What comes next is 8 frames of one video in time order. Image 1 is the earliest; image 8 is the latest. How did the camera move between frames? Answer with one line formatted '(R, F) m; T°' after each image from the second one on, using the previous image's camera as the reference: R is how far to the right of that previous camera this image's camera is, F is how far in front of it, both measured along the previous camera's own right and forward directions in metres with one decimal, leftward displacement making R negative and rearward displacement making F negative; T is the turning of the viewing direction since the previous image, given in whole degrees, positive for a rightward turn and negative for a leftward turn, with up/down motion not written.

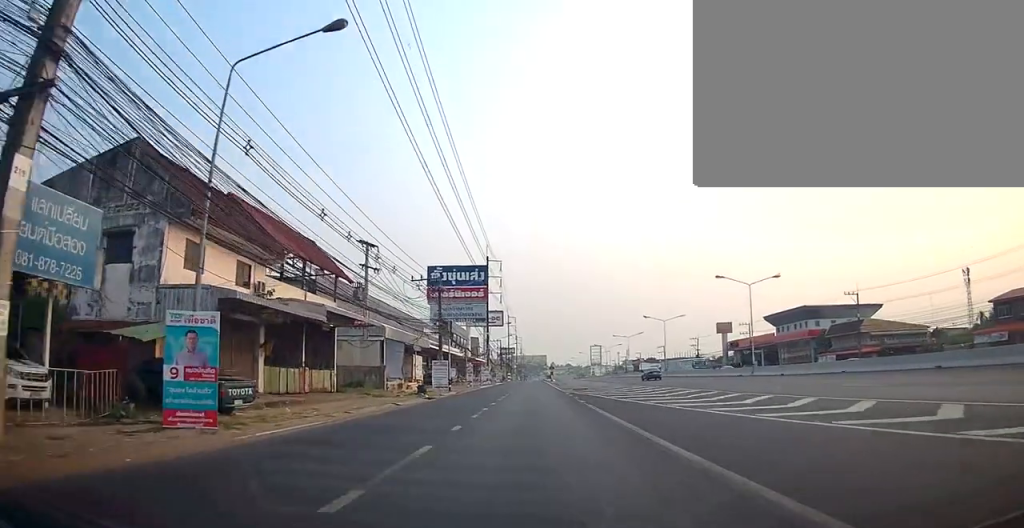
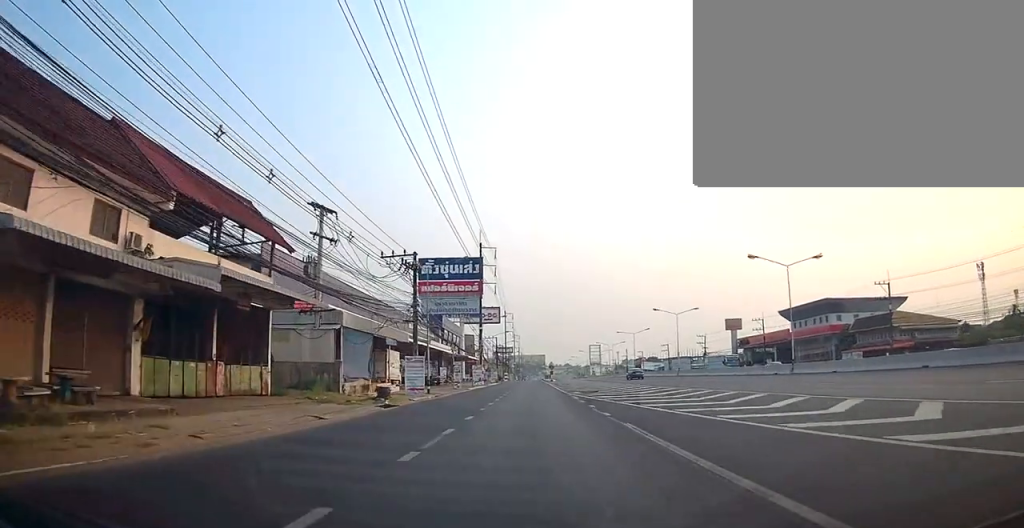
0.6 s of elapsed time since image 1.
(-0.6, +9.0) m; -2°
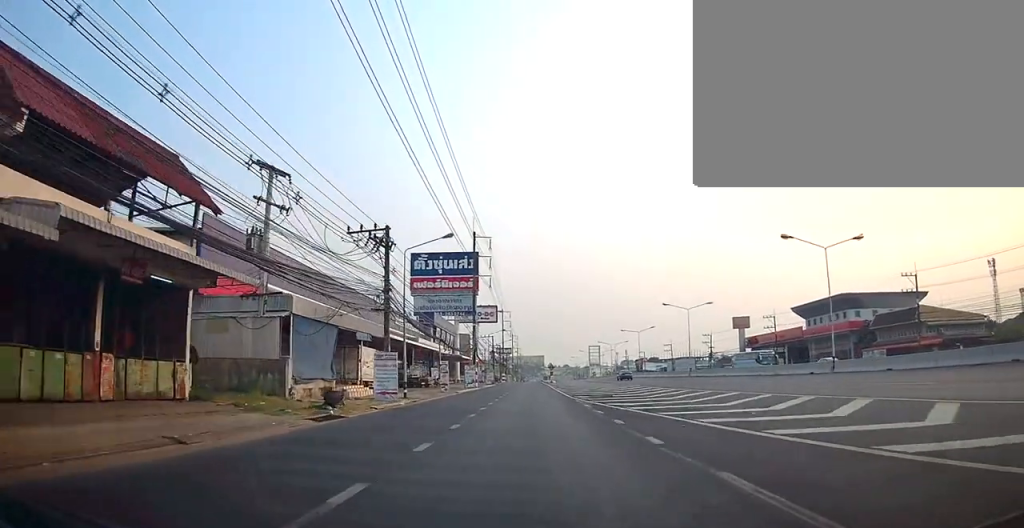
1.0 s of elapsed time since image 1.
(+0.3, +6.8) m; 0°
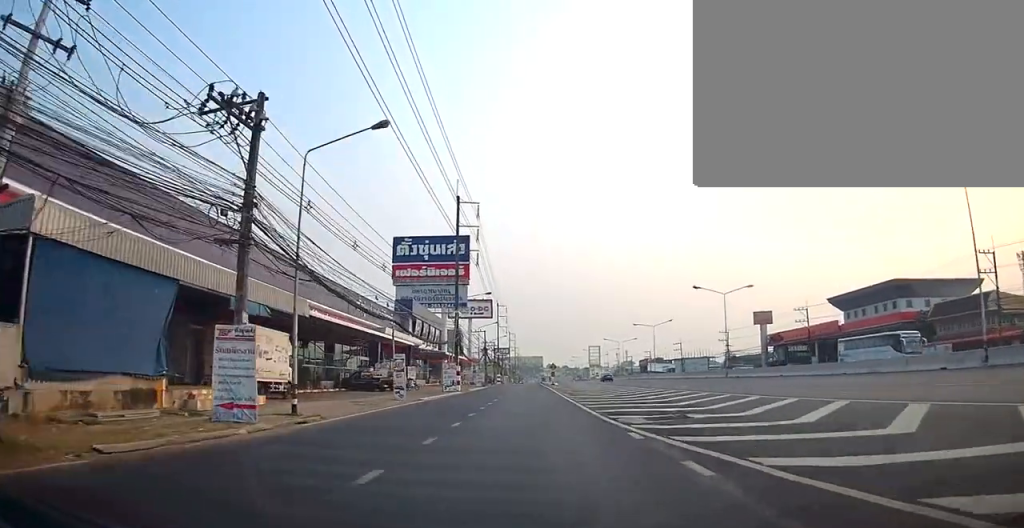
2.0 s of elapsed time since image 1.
(0.0, +15.0) m; 0°
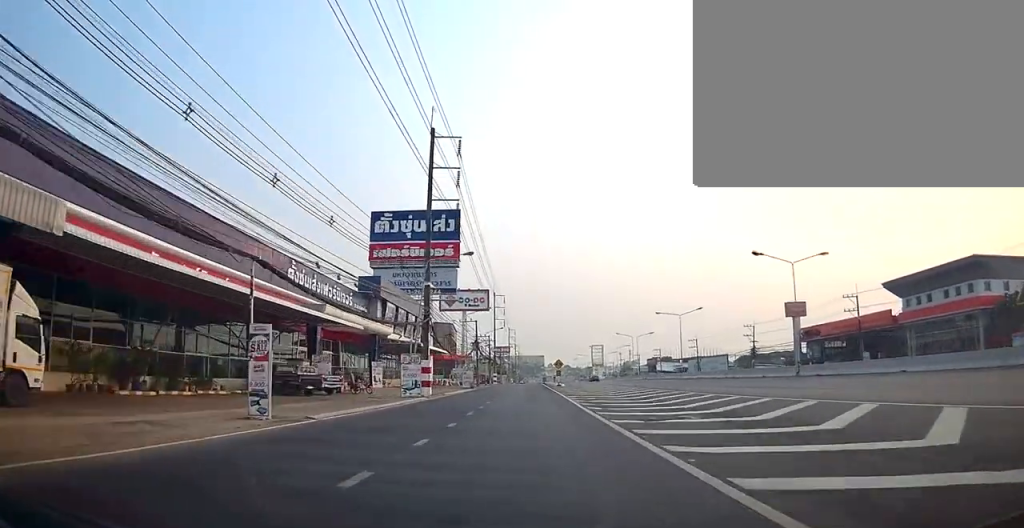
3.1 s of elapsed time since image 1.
(0.0, +16.4) m; 0°
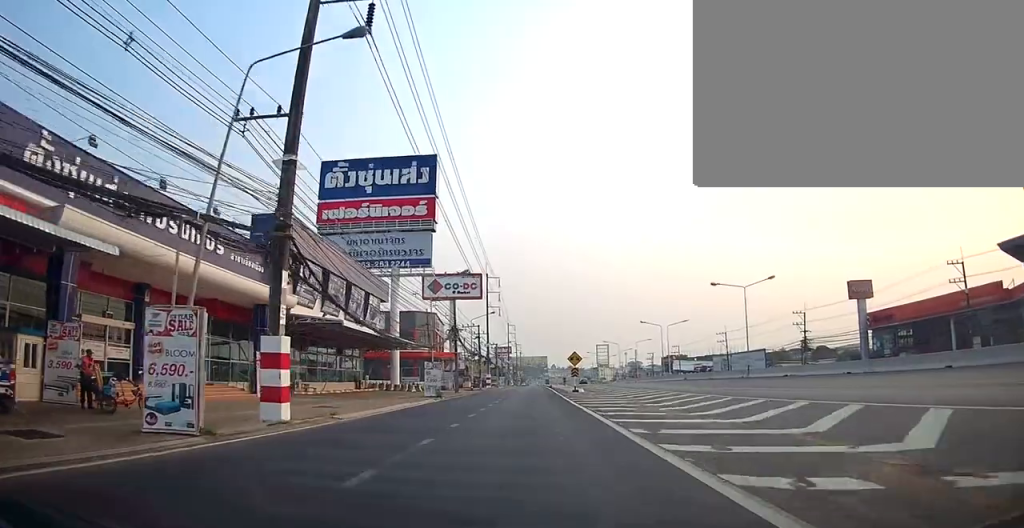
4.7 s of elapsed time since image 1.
(-0.4, +24.1) m; 0°
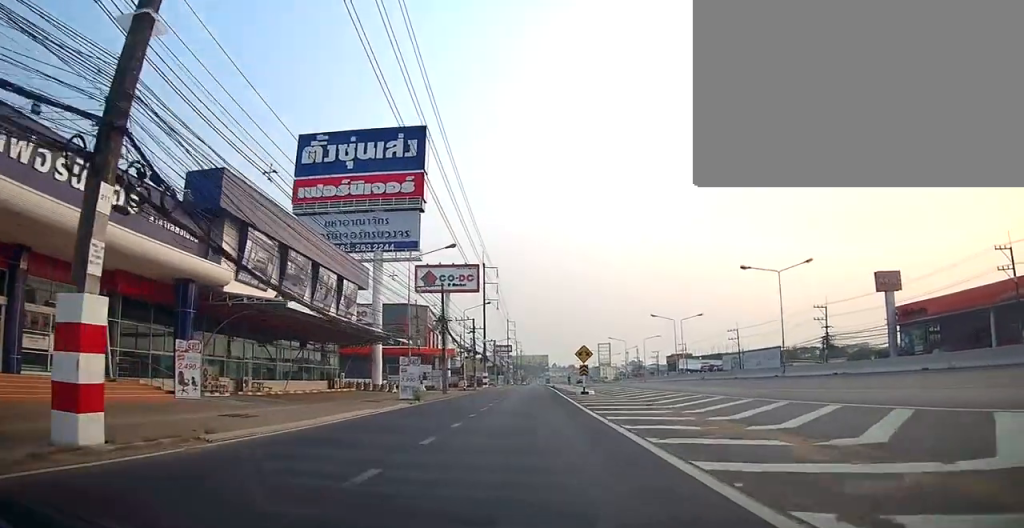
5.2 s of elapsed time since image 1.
(+0.3, +8.0) m; +2°
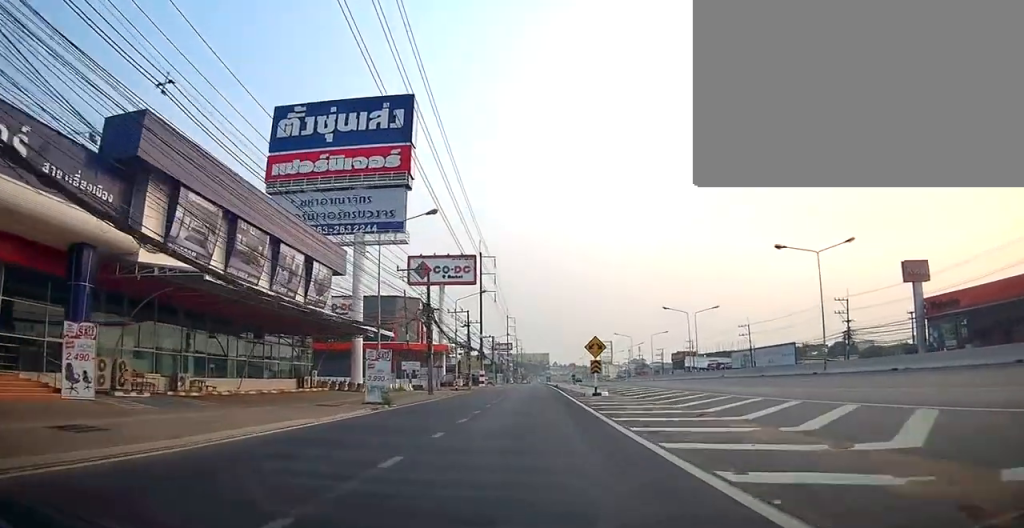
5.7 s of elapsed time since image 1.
(+0.1, +7.0) m; +1°
